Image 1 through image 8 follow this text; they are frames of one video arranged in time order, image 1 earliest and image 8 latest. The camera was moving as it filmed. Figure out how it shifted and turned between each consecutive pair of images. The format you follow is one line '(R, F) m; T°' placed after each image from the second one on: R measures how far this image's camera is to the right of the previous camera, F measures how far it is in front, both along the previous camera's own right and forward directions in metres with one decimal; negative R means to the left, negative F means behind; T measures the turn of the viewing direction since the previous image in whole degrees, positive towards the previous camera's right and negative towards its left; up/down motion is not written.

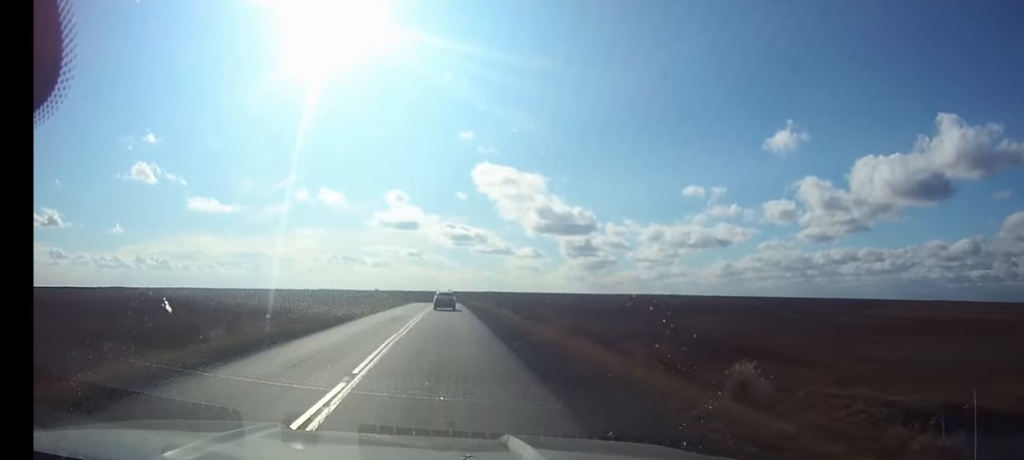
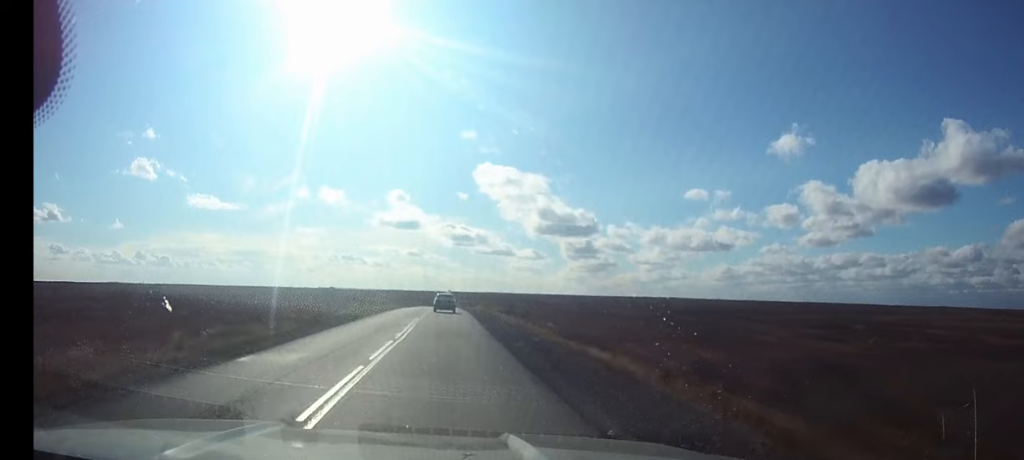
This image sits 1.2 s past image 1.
(0.0, +24.3) m; 0°
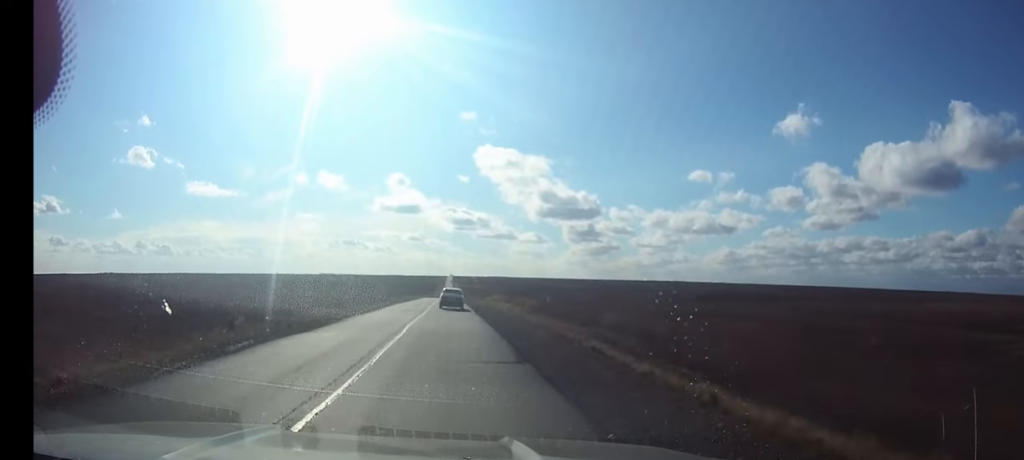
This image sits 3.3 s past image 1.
(0.0, +42.4) m; 0°
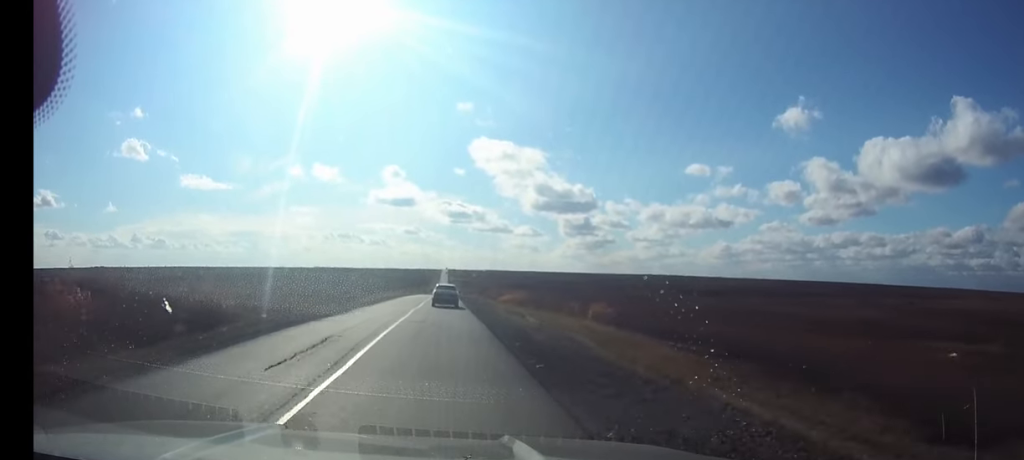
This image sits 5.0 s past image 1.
(0.0, +33.5) m; 0°
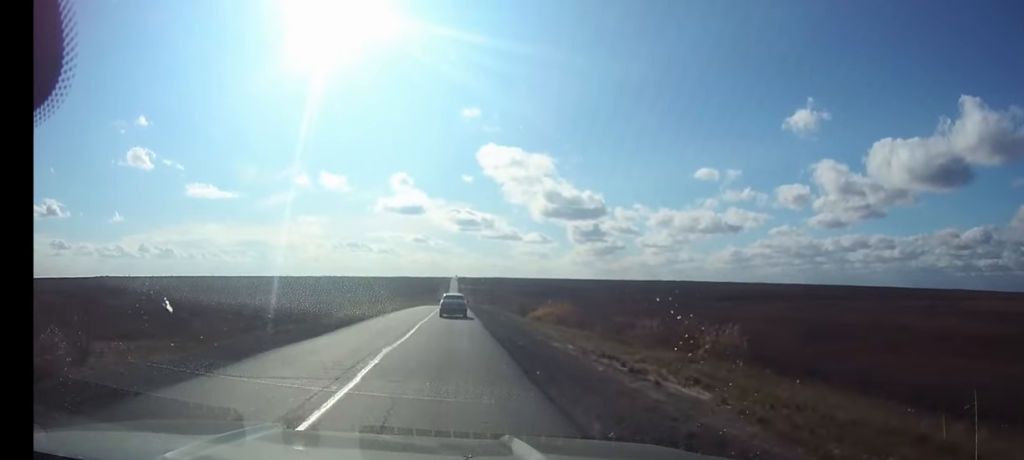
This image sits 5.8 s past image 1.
(0.0, +16.2) m; 0°
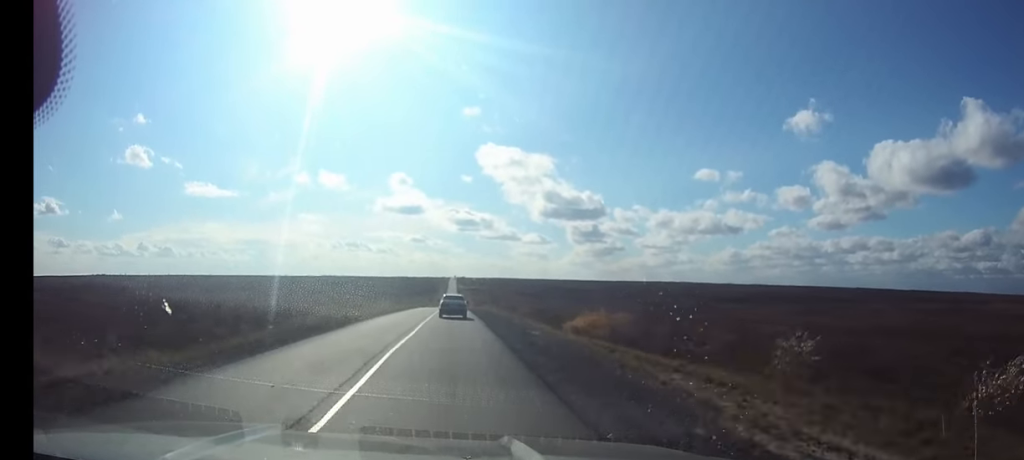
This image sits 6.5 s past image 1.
(0.0, +13.5) m; 0°
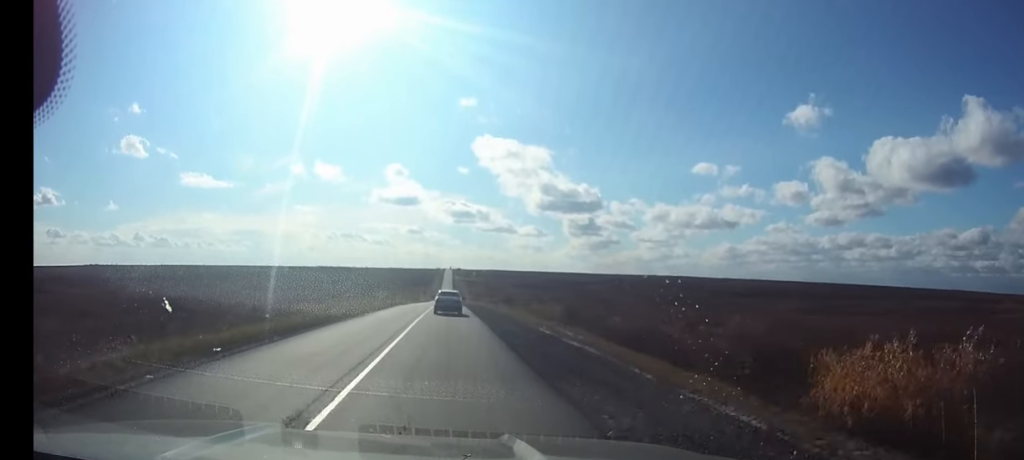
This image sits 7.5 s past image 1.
(0.0, +20.9) m; 0°
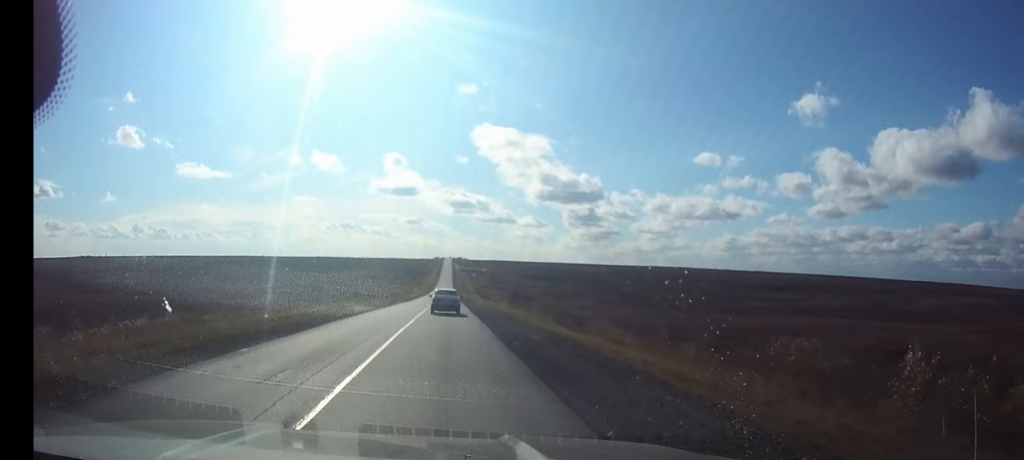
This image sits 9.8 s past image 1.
(0.0, +45.4) m; 0°
